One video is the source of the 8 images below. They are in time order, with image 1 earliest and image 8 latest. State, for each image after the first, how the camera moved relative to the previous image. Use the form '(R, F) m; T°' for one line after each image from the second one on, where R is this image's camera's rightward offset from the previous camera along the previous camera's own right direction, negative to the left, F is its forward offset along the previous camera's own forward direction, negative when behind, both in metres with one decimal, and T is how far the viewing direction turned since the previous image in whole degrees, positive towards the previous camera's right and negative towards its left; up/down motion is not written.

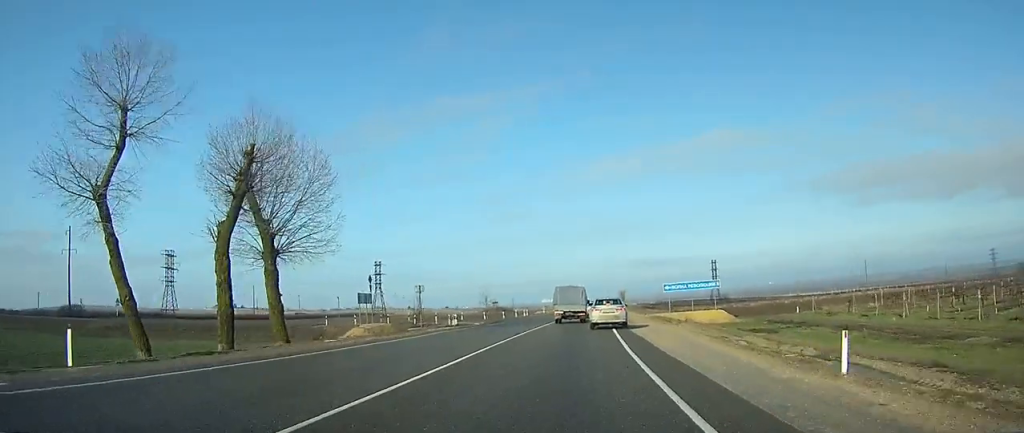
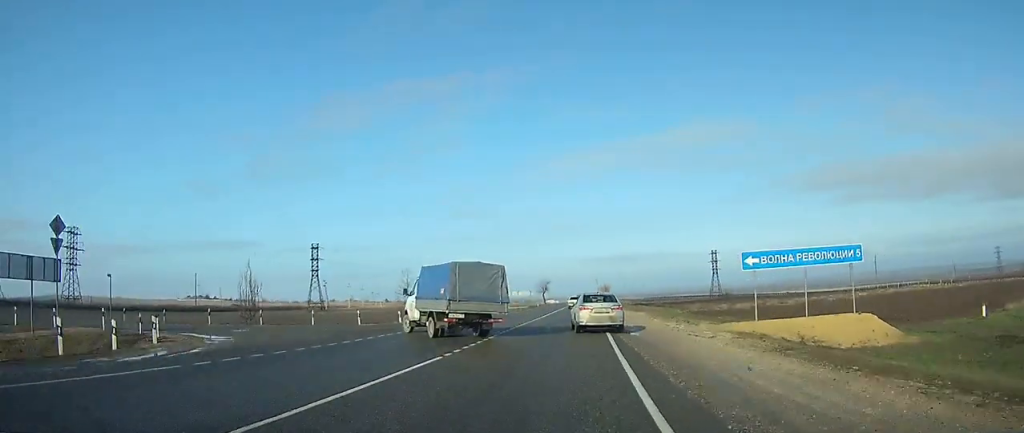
(+0.5, +34.3) m; +1°
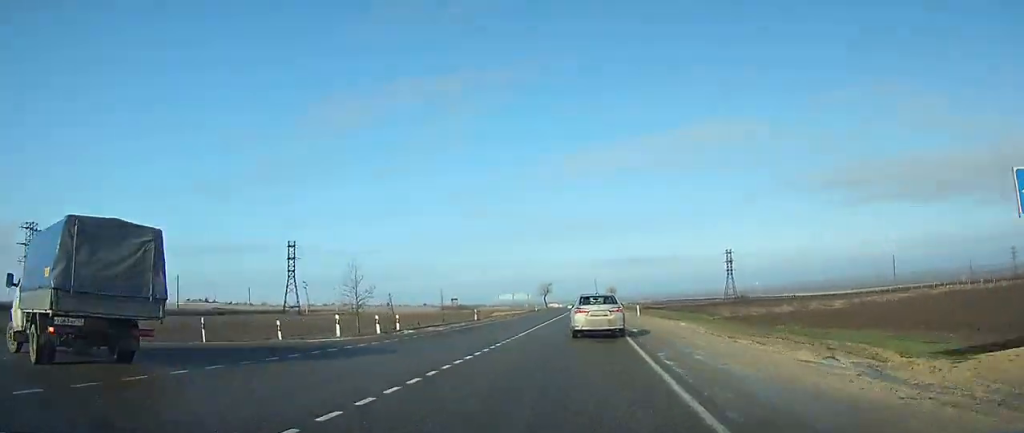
(+0.1, +16.6) m; 0°
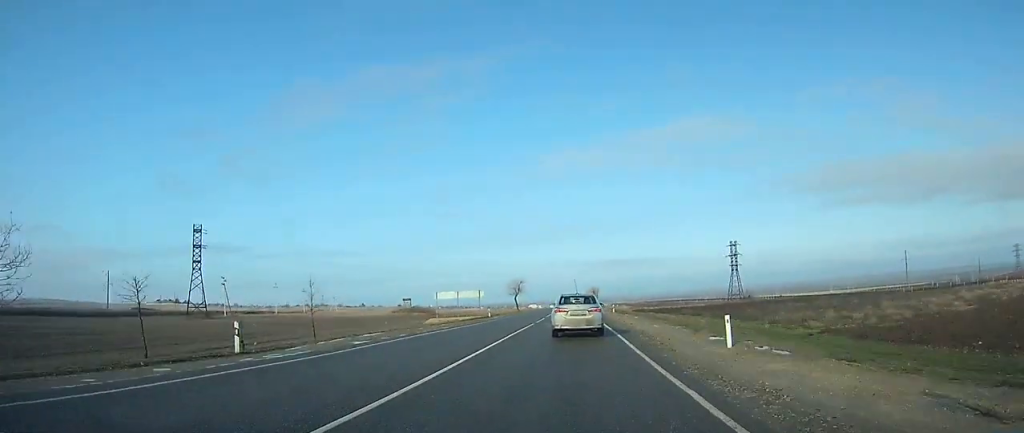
(+0.1, +32.5) m; 0°
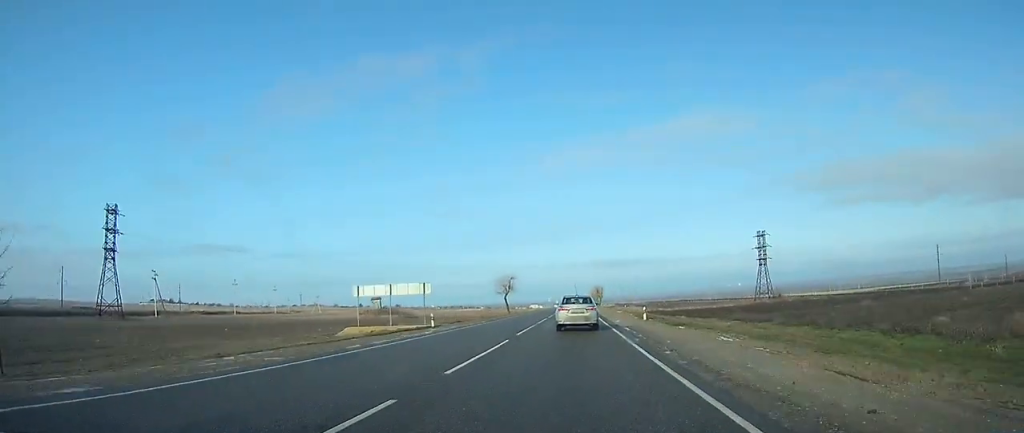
(+0.1, +26.6) m; 0°
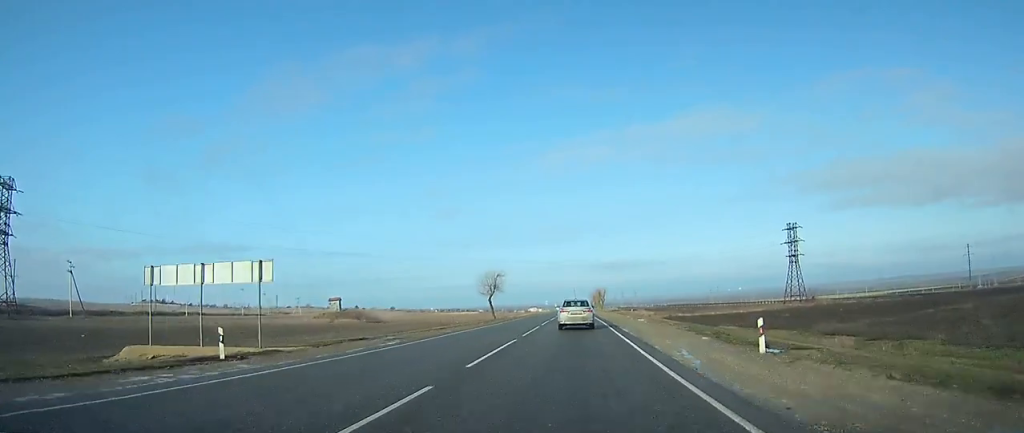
(0.0, +23.3) m; 0°
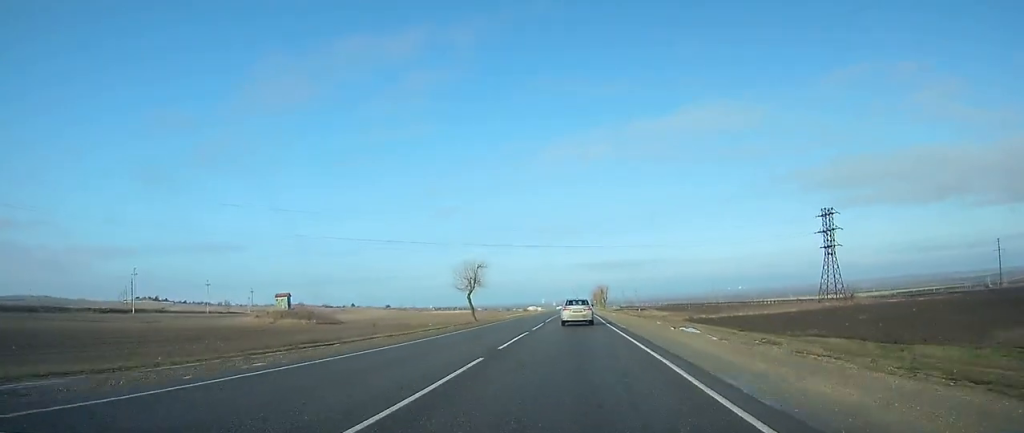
(0.0, +20.3) m; 0°
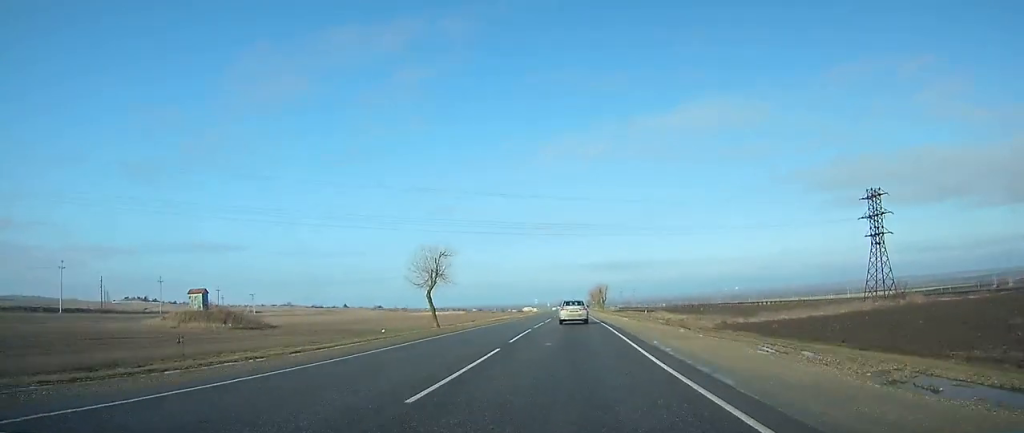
(0.0, +21.4) m; 0°
